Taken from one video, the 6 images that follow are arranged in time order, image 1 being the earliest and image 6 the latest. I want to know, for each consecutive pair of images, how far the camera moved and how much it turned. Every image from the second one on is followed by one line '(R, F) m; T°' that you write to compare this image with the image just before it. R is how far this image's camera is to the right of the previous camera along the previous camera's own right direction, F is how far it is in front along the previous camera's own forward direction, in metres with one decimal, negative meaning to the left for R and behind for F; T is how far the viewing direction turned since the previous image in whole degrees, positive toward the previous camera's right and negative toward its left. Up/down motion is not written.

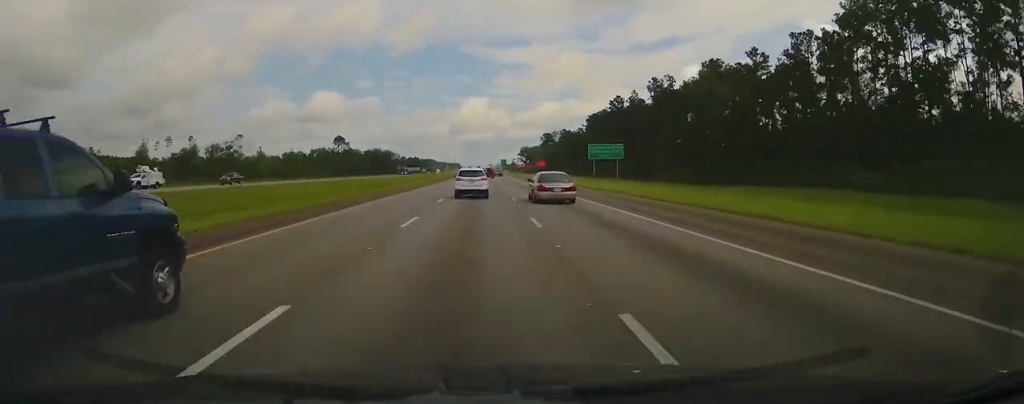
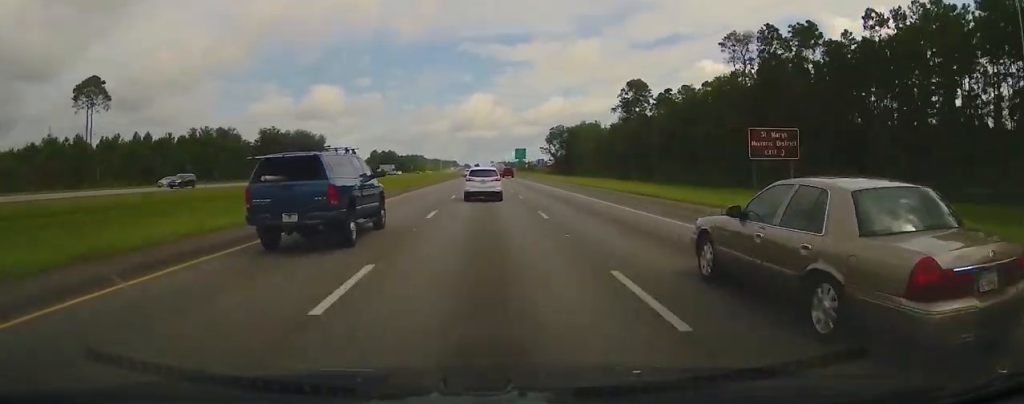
(-0.1, +207.6) m; 0°
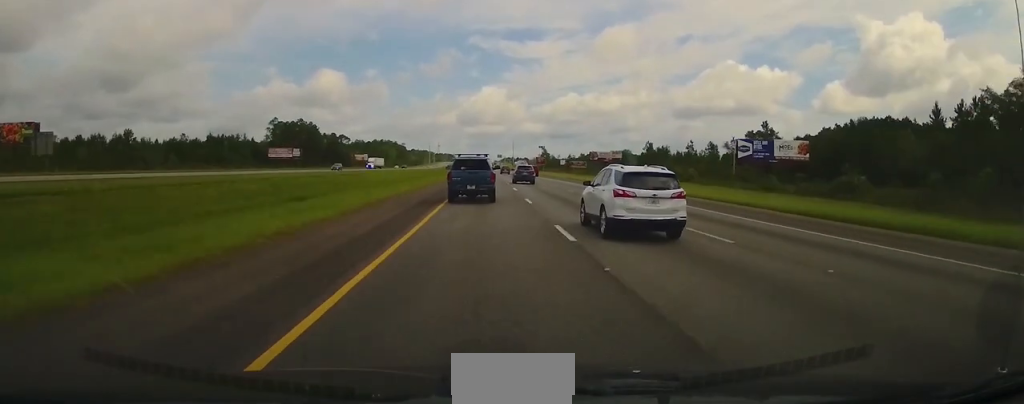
(-1.9, +326.3) m; 0°
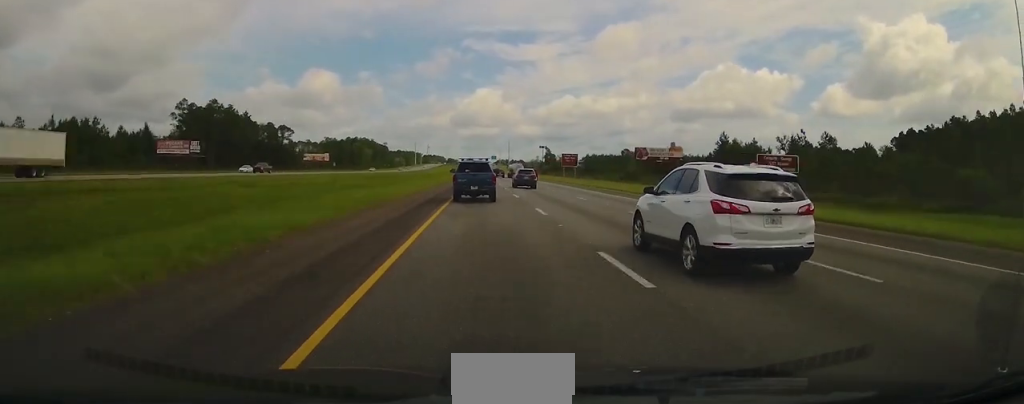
(+0.9, +125.8) m; 0°
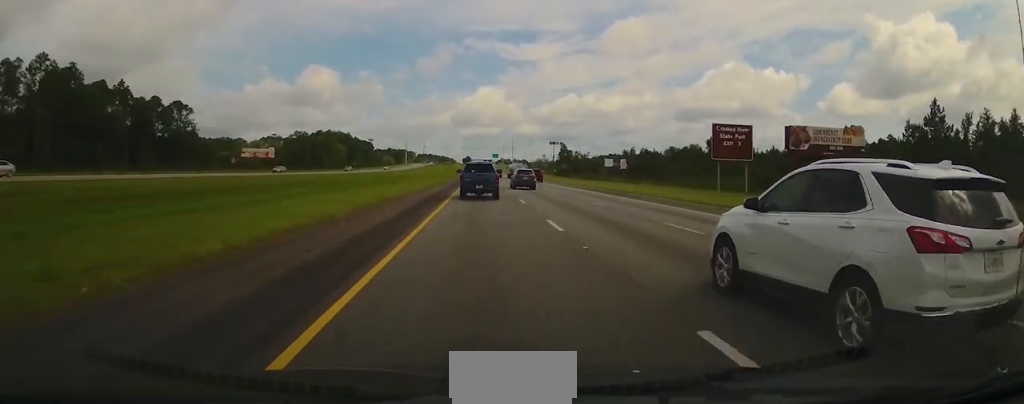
(+0.3, +104.4) m; 0°
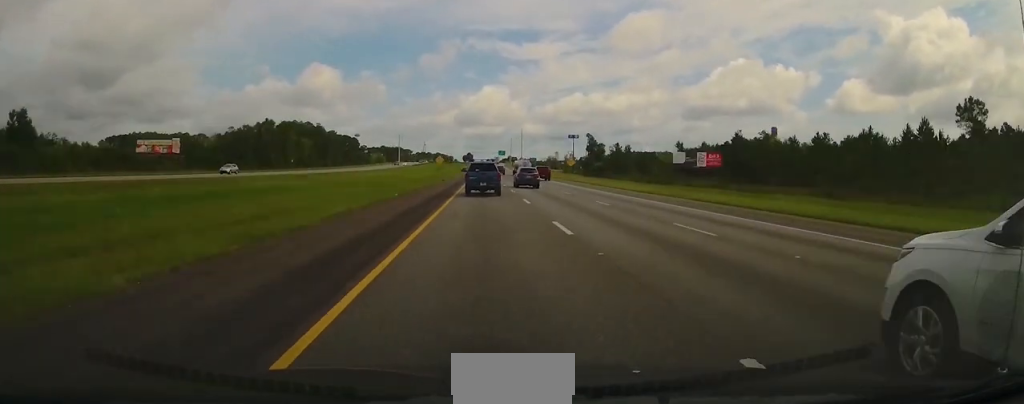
(0.0, +61.8) m; 0°
